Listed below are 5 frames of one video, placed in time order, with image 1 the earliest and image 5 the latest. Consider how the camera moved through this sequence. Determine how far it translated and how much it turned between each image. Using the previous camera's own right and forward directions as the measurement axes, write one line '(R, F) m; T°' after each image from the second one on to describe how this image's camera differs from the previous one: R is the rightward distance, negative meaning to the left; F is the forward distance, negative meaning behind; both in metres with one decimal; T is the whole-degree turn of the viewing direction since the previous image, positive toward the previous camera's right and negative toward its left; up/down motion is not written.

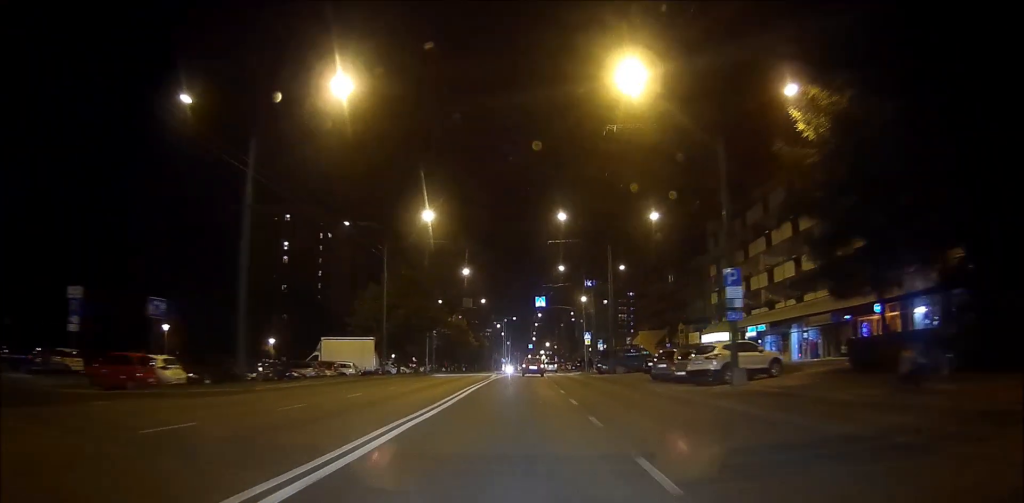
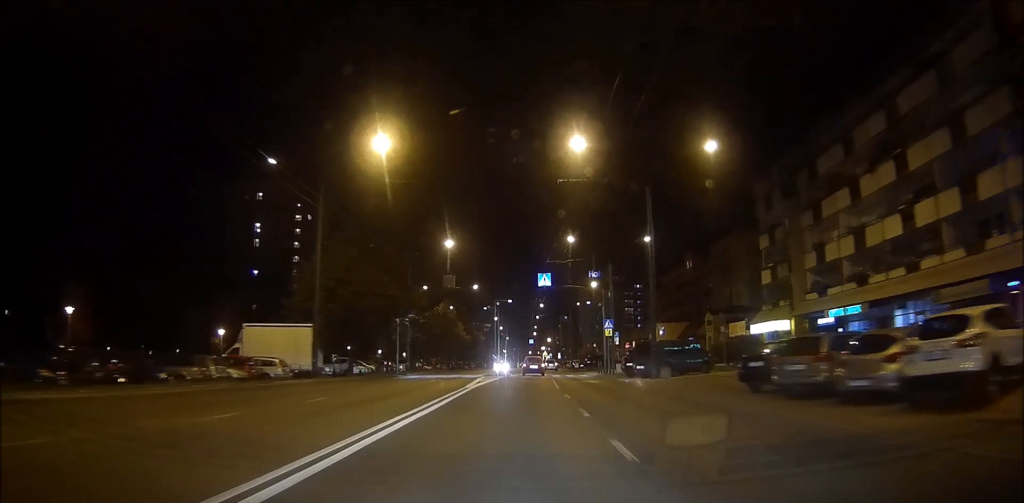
(0.0, +16.2) m; 0°
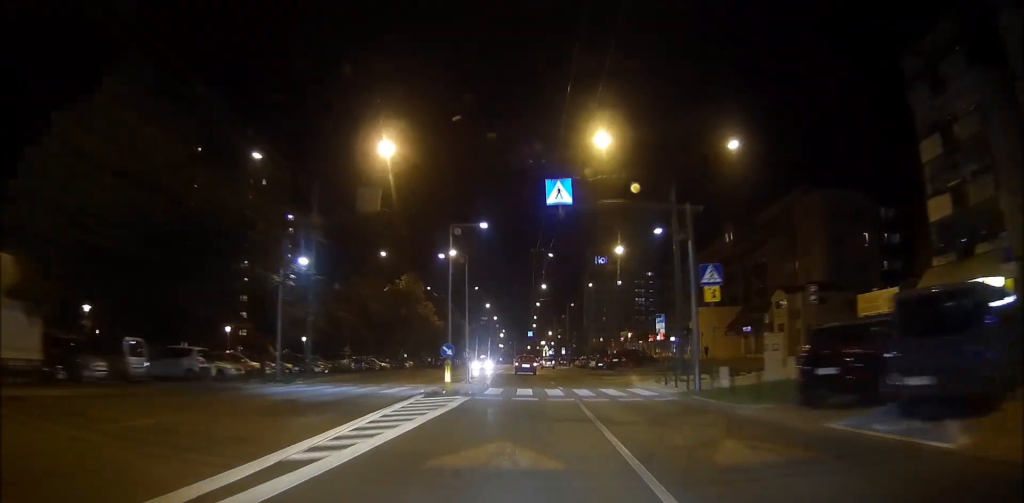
(0.0, +27.0) m; 0°
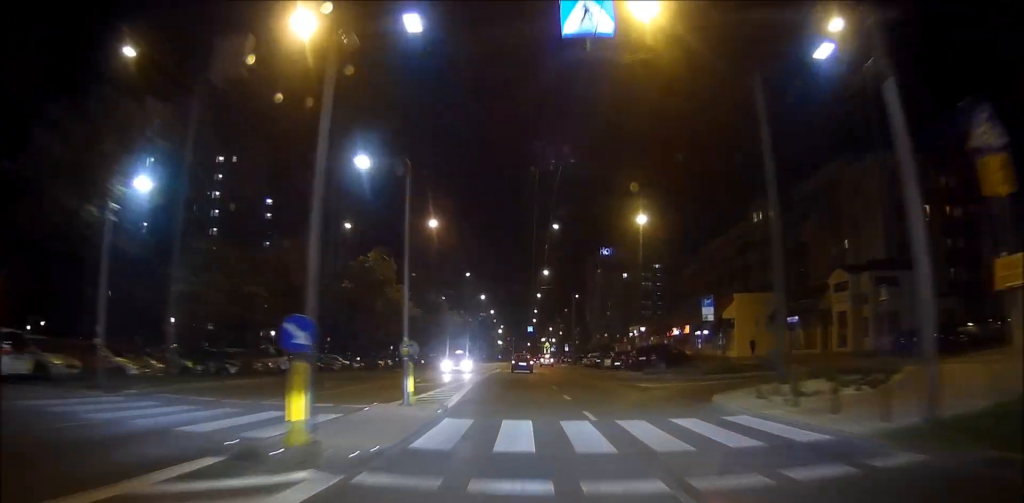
(-0.1, +13.8) m; -1°
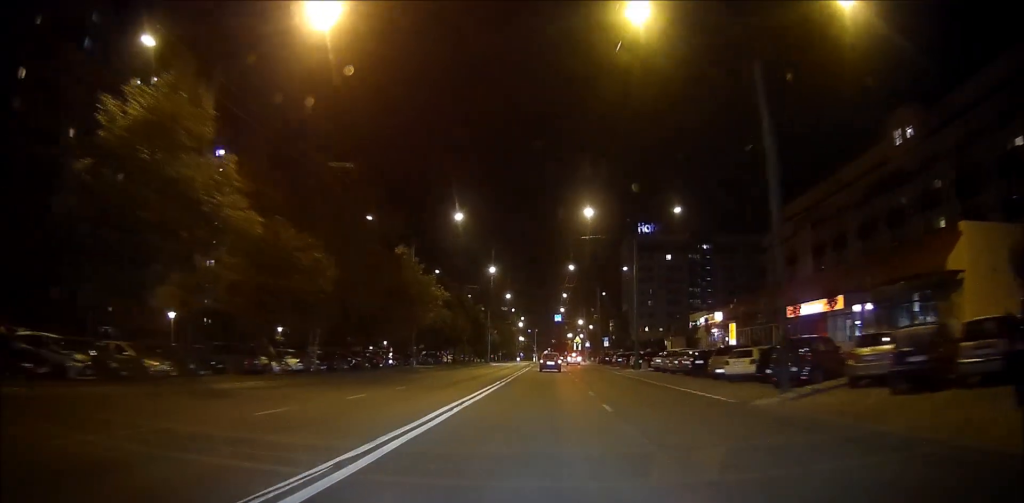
(-0.3, +33.7) m; 0°
